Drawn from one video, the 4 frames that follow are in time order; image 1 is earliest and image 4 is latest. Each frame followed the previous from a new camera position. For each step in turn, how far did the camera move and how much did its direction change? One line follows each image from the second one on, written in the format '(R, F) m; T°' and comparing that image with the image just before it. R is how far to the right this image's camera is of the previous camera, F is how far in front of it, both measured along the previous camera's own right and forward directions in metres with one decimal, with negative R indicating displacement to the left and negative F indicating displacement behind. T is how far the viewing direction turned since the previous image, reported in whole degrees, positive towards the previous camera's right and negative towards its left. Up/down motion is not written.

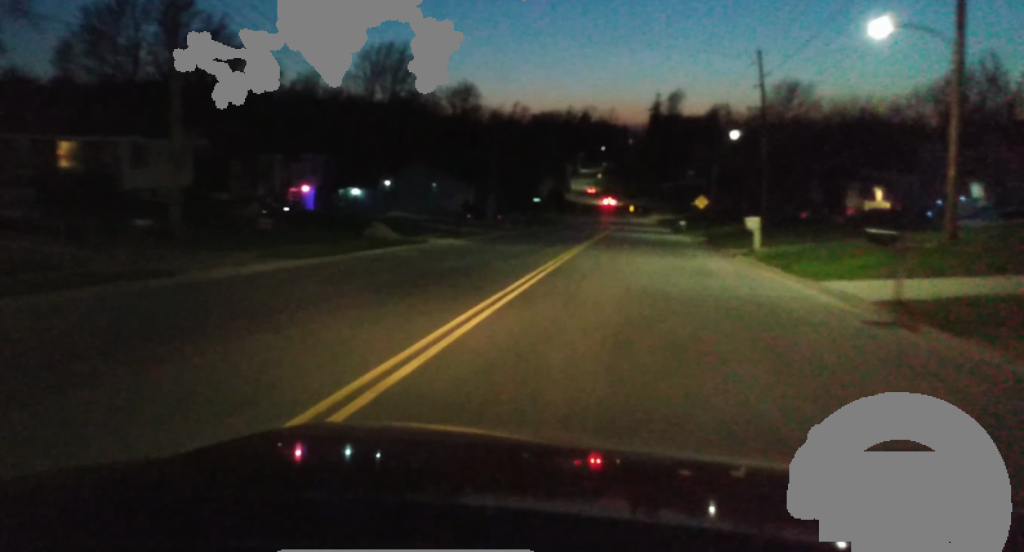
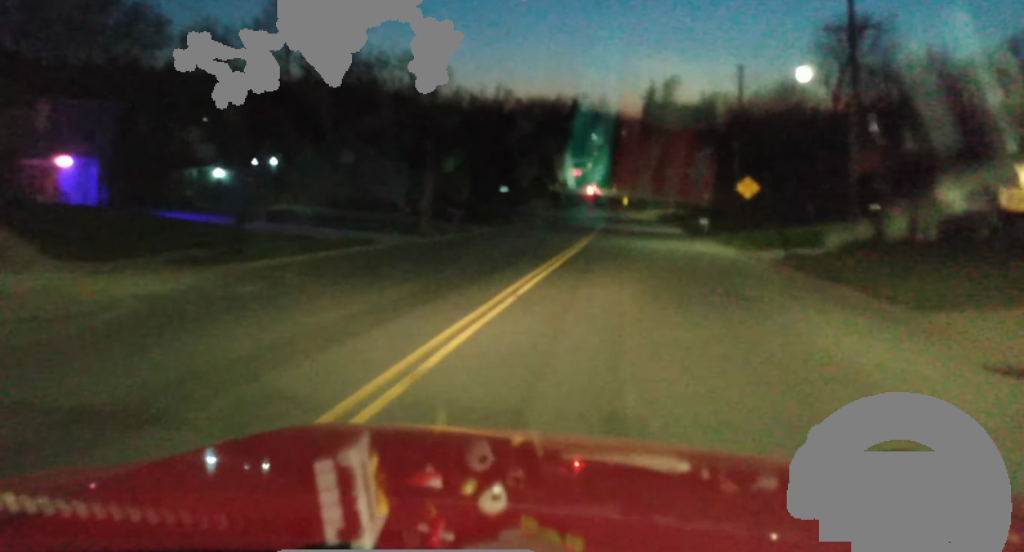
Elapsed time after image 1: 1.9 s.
(+0.3, +30.3) m; -1°
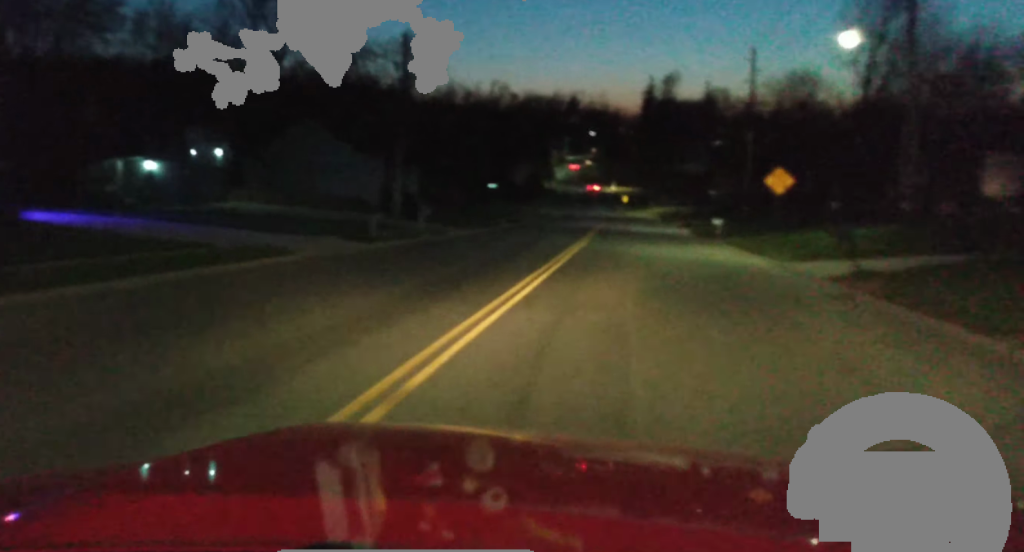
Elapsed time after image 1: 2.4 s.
(0.0, +8.5) m; 0°
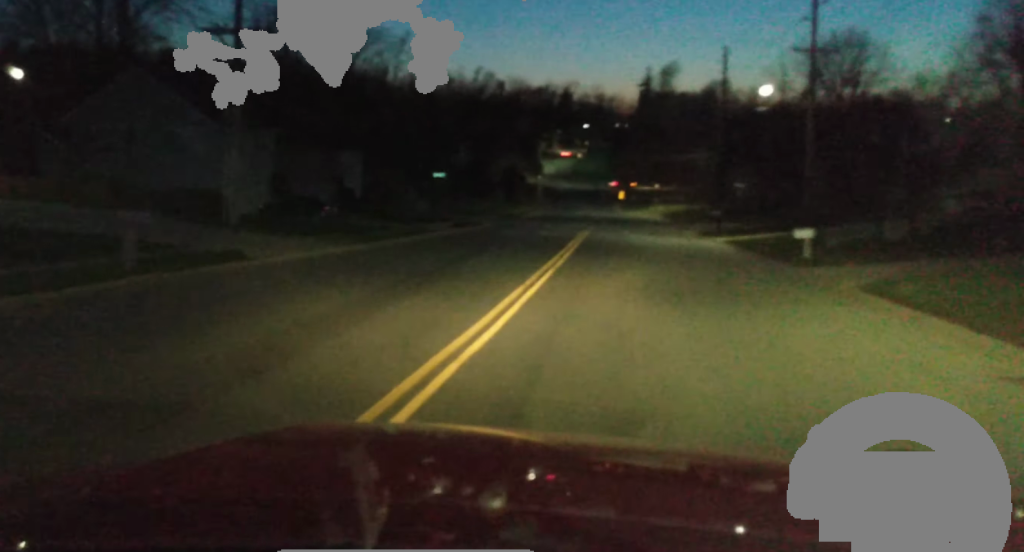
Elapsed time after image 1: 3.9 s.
(+0.2, +24.2) m; +2°
